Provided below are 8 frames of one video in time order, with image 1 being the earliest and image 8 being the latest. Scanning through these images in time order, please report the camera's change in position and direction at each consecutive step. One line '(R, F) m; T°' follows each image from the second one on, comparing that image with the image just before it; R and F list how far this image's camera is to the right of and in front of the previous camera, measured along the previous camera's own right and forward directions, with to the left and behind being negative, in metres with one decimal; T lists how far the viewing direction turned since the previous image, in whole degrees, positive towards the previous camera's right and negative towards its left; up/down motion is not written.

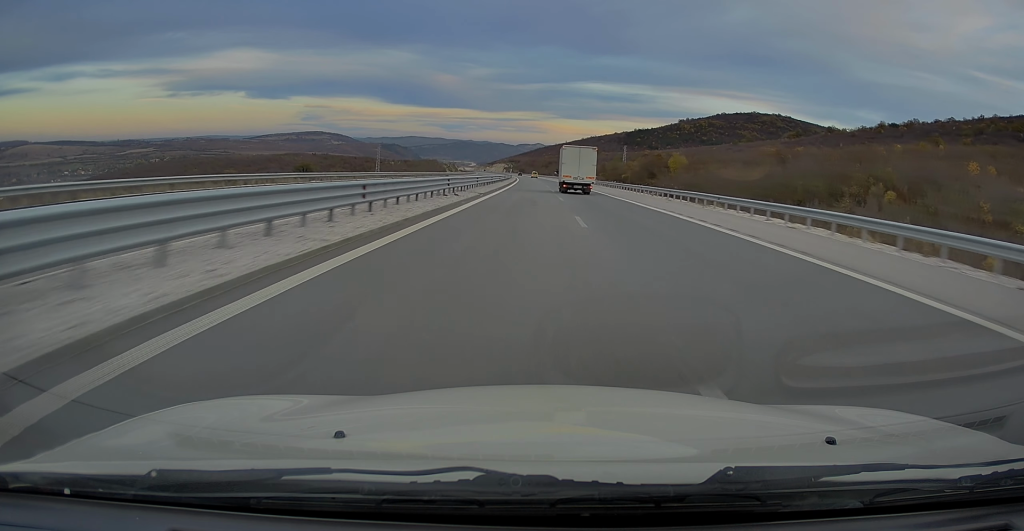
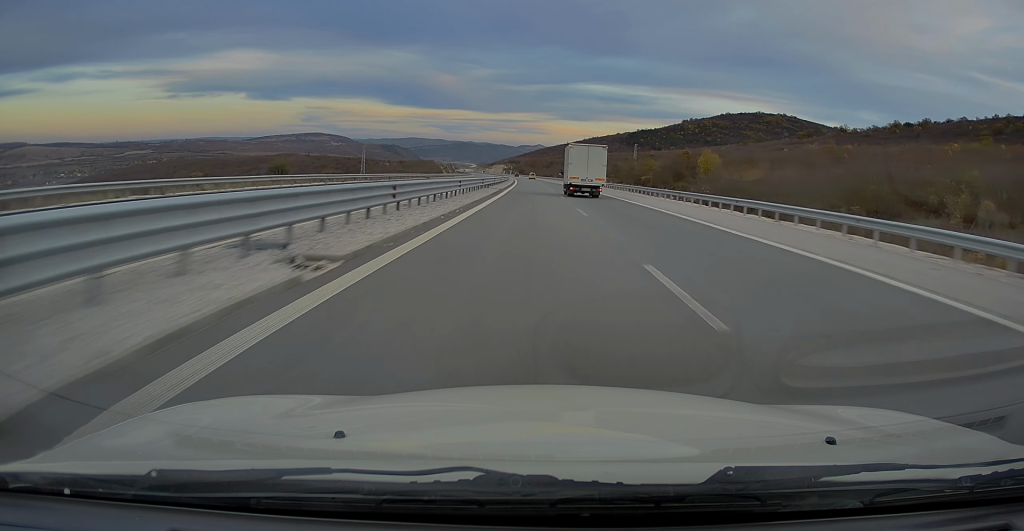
(0.0, +25.8) m; 0°
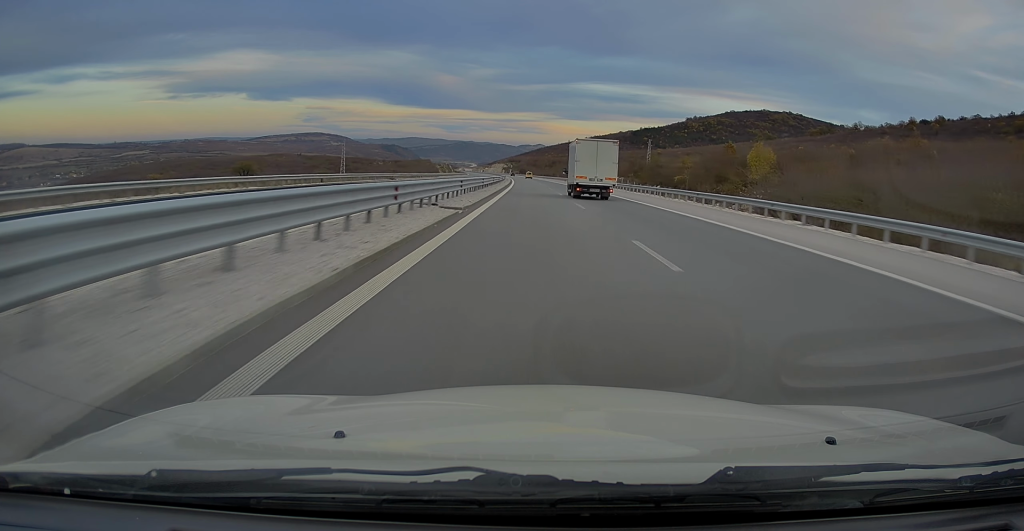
(0.0, +28.1) m; -1°
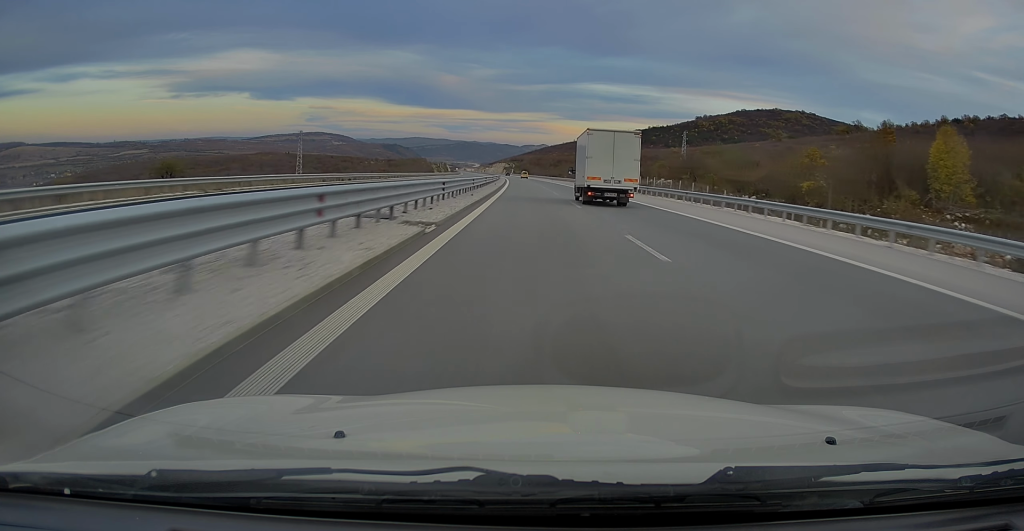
(-0.6, +46.1) m; -1°
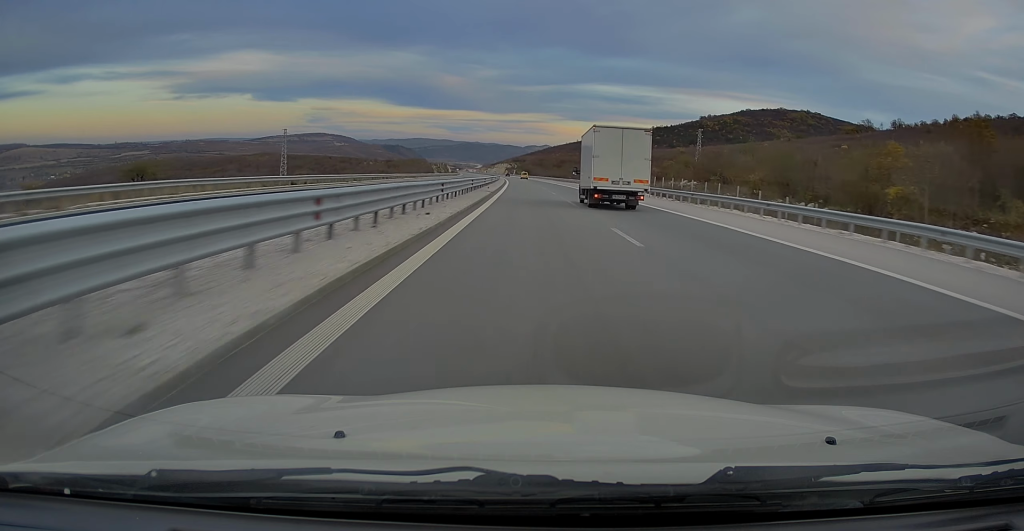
(0.0, +13.5) m; 0°
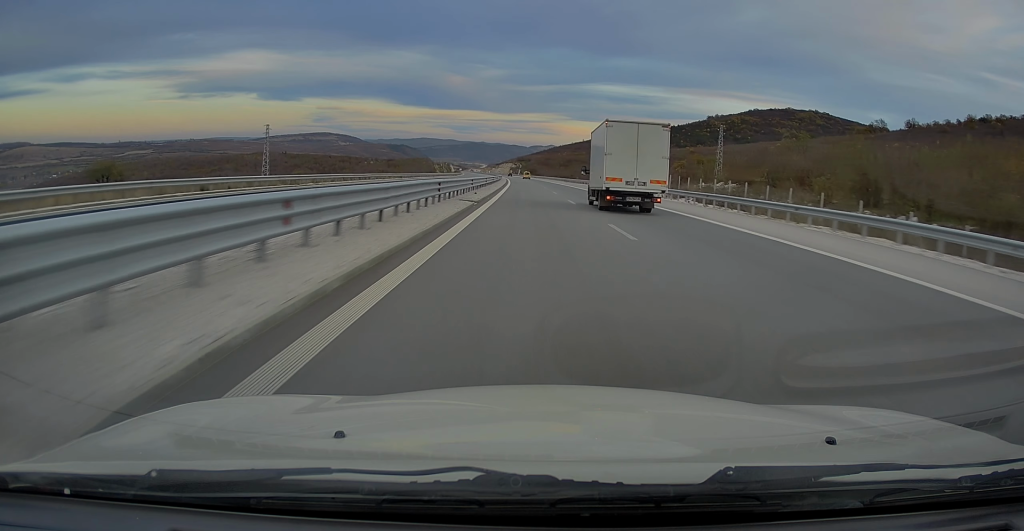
(0.0, +14.7) m; 0°
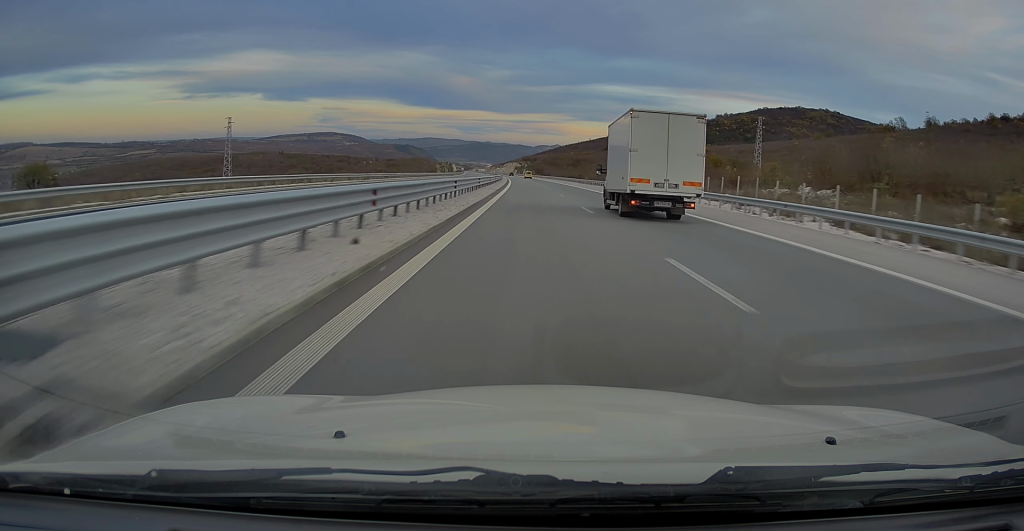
(0.0, +22.6) m; 0°
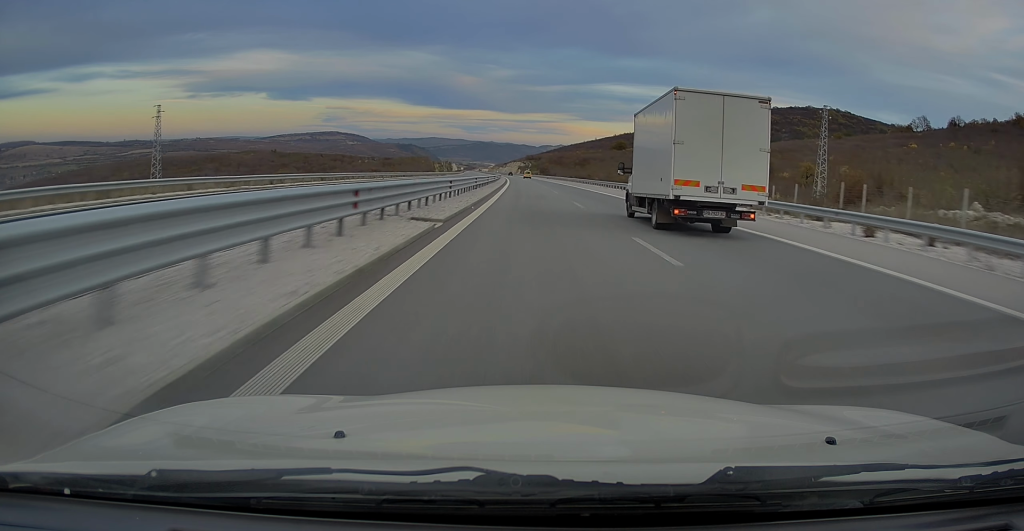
(0.0, +28.3) m; 0°
